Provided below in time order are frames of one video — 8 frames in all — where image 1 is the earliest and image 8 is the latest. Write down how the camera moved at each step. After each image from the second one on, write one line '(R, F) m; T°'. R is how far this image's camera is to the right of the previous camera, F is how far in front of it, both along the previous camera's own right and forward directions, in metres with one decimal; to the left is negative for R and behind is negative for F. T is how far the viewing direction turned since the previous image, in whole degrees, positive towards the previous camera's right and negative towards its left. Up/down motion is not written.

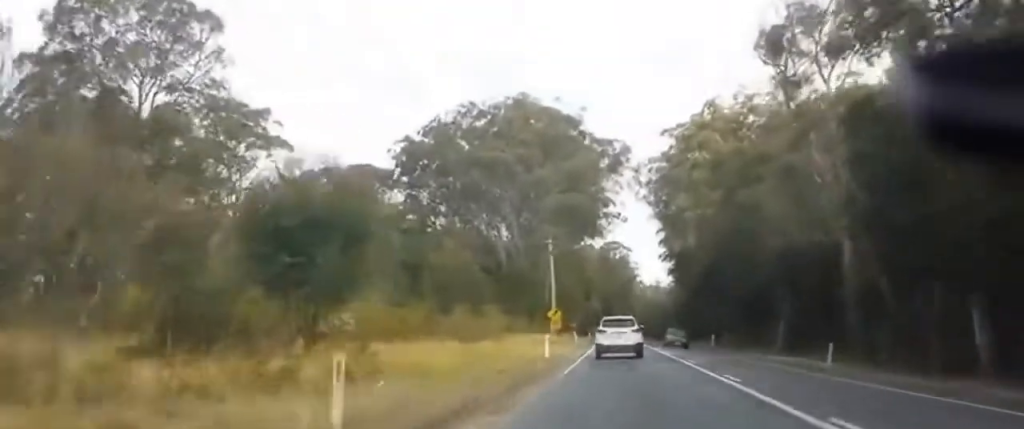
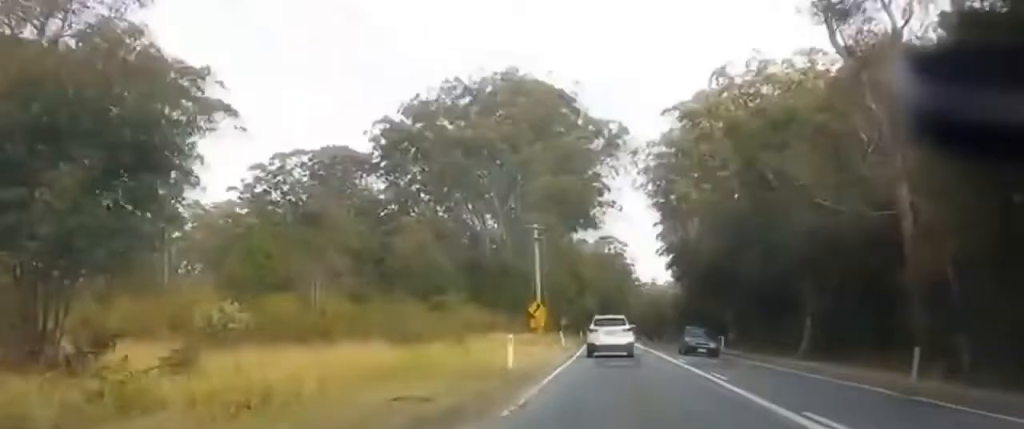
(+0.2, +10.7) m; -1°
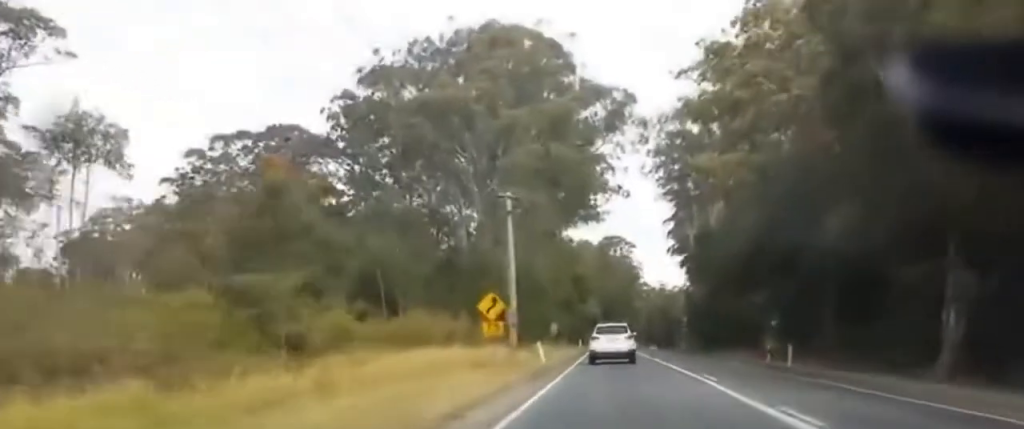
(-0.7, +22.2) m; -1°
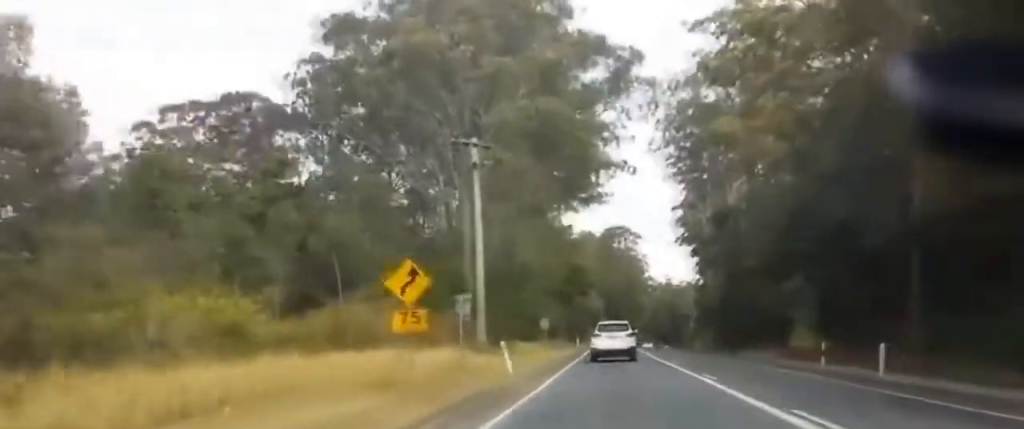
(+0.2, +13.6) m; 0°
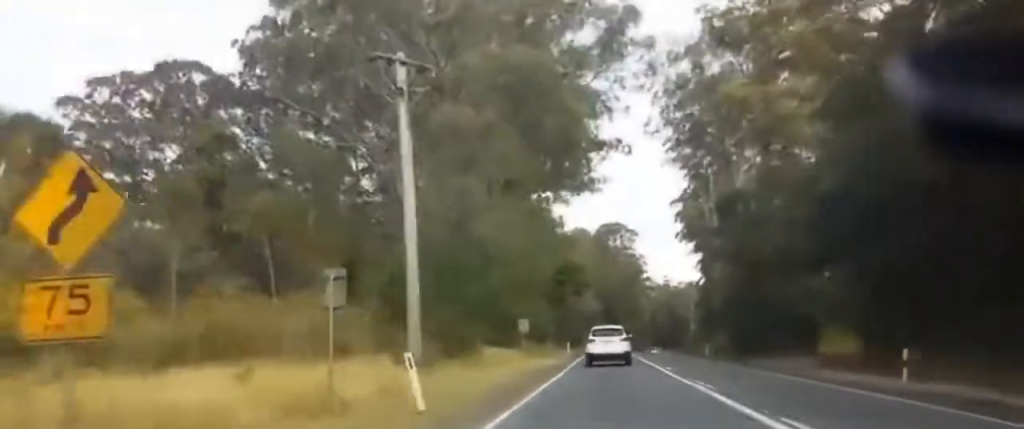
(0.0, +12.1) m; 0°
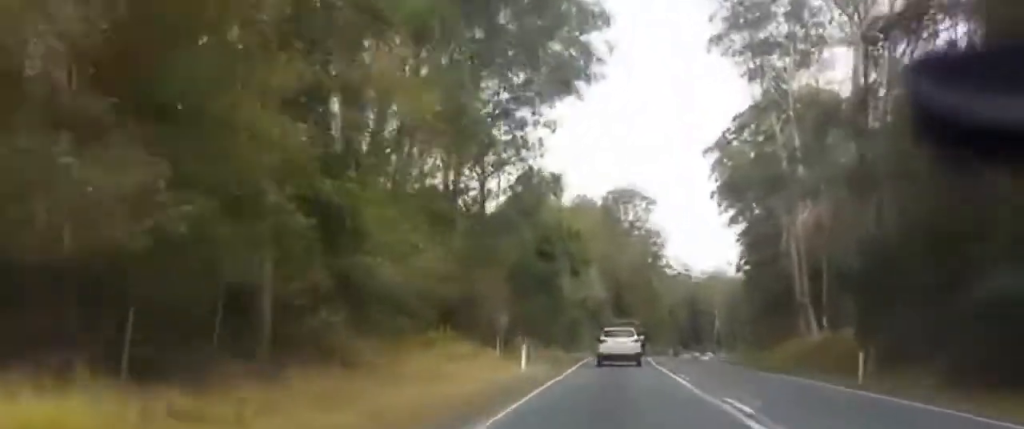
(-0.5, +43.5) m; -1°
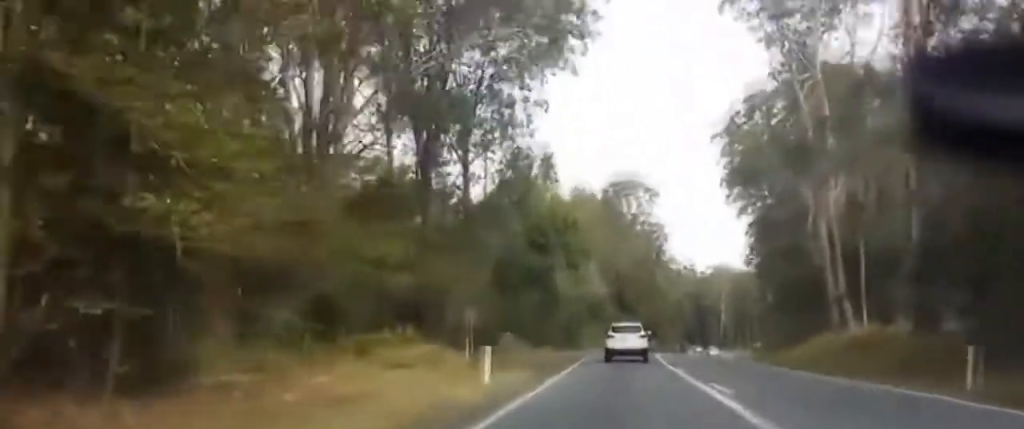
(0.0, +9.3) m; 0°
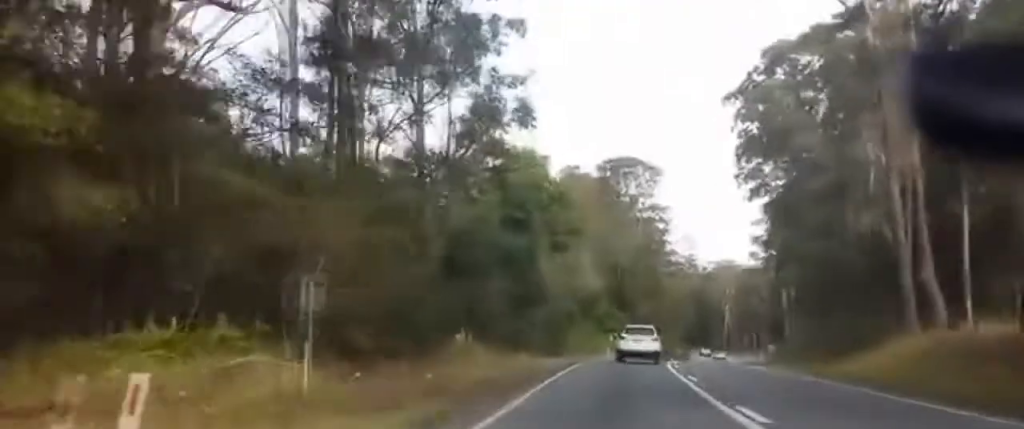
(0.0, +16.4) m; 0°
